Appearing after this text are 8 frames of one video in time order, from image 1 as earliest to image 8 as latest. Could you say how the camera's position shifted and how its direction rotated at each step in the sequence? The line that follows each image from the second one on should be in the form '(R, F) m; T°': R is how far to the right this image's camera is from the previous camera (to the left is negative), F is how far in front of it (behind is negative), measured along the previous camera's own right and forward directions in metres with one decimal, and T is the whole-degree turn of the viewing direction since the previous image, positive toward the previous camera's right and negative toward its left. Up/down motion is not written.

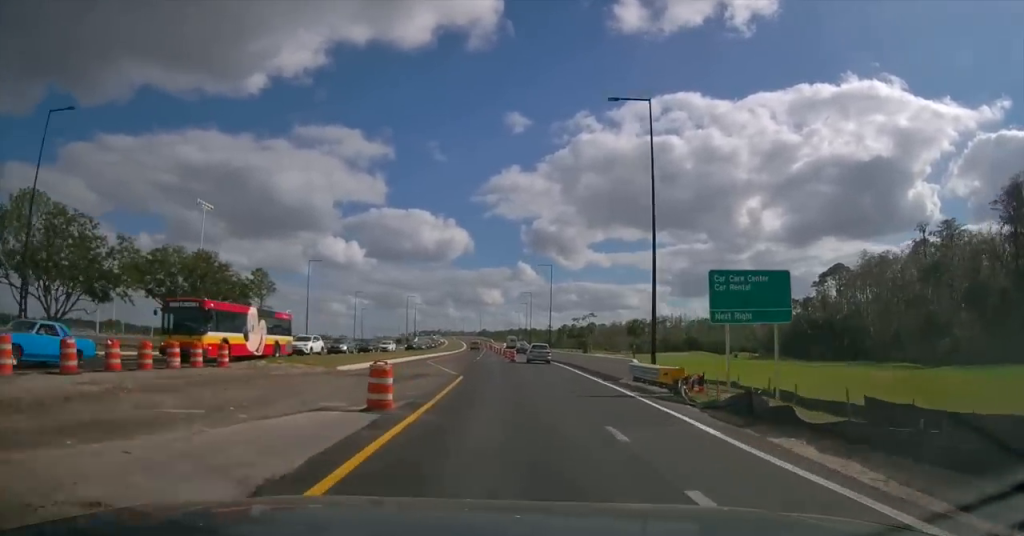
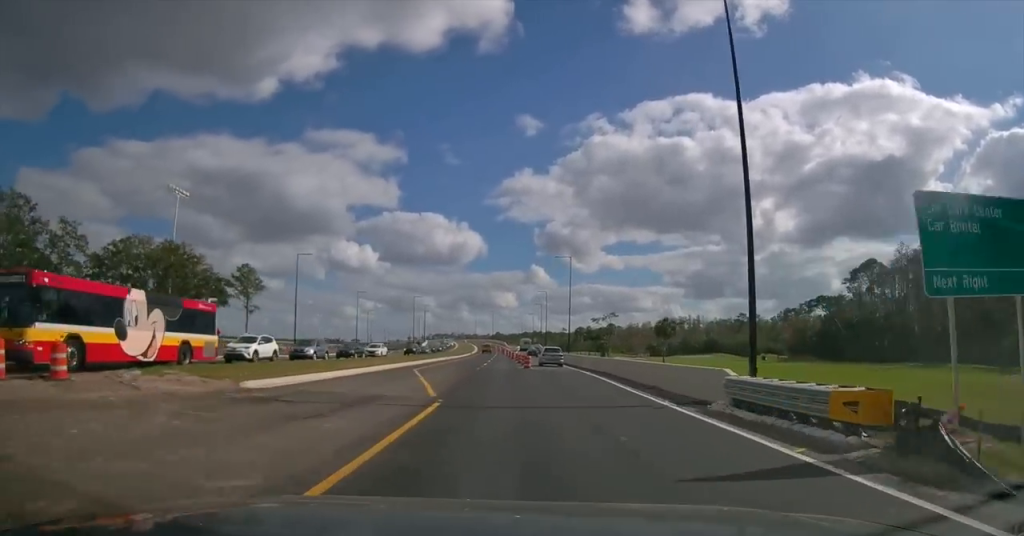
(-0.2, +10.6) m; -1°
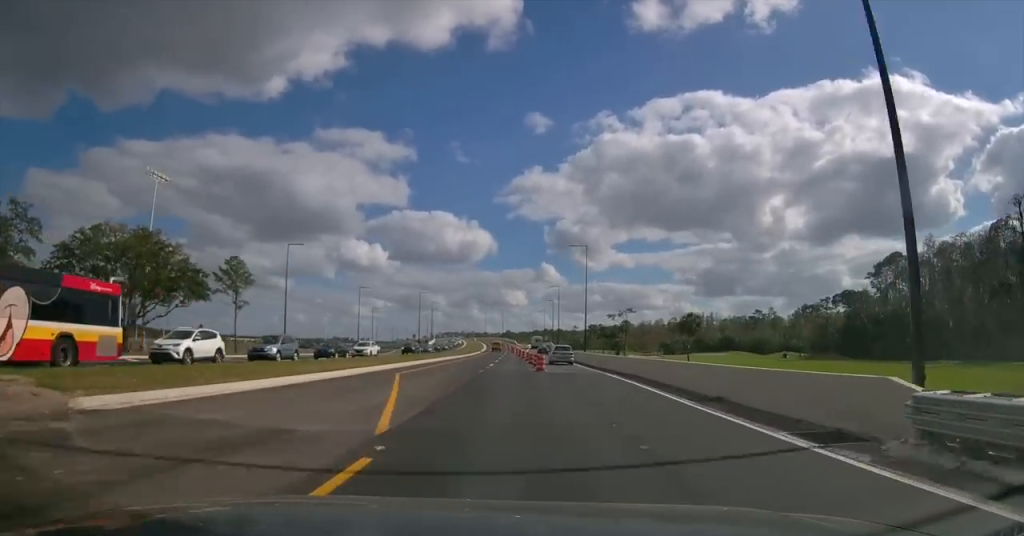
(0.0, +7.4) m; 0°
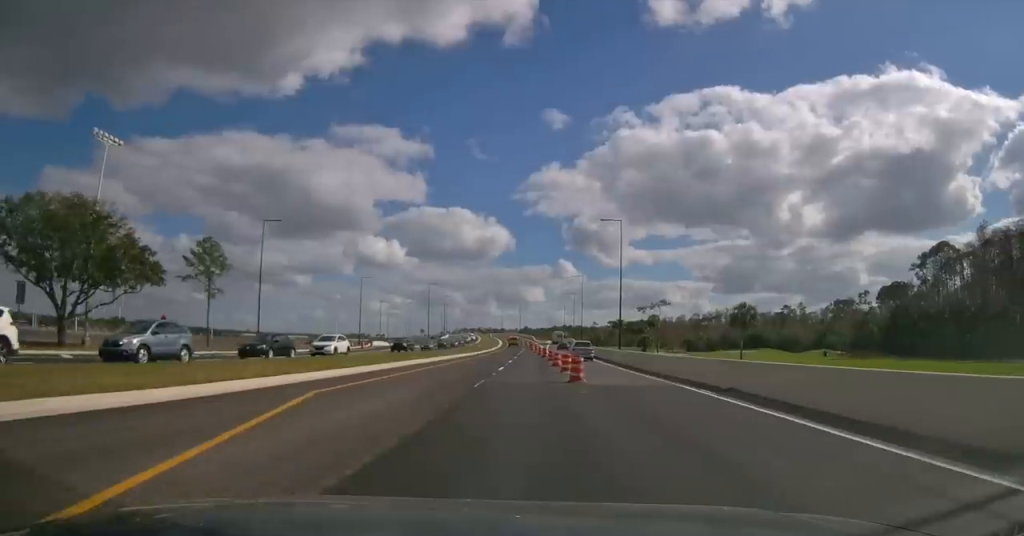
(0.0, +12.9) m; -1°
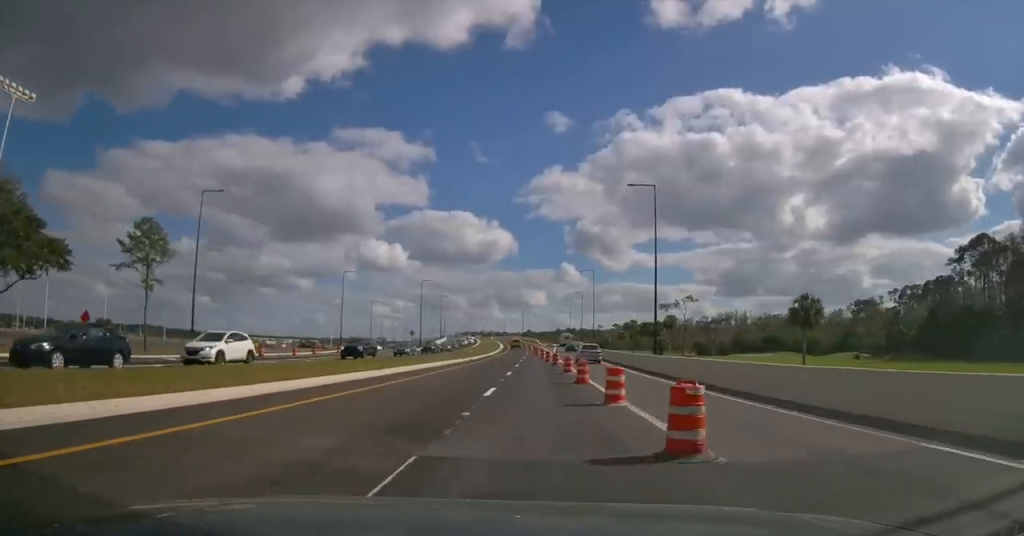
(-0.1, +14.1) m; -1°
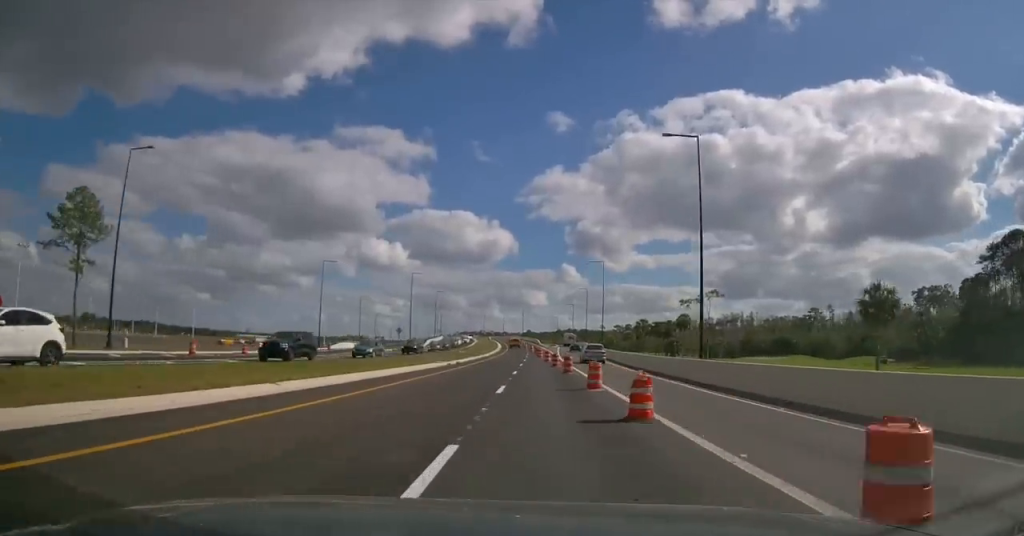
(-0.1, +11.3) m; 0°
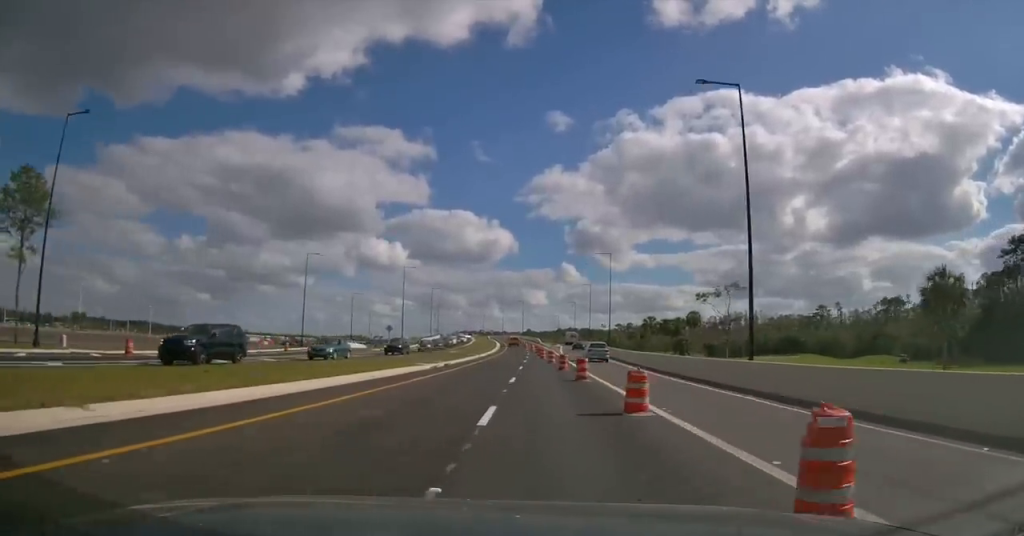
(+0.1, +7.4) m; 0°
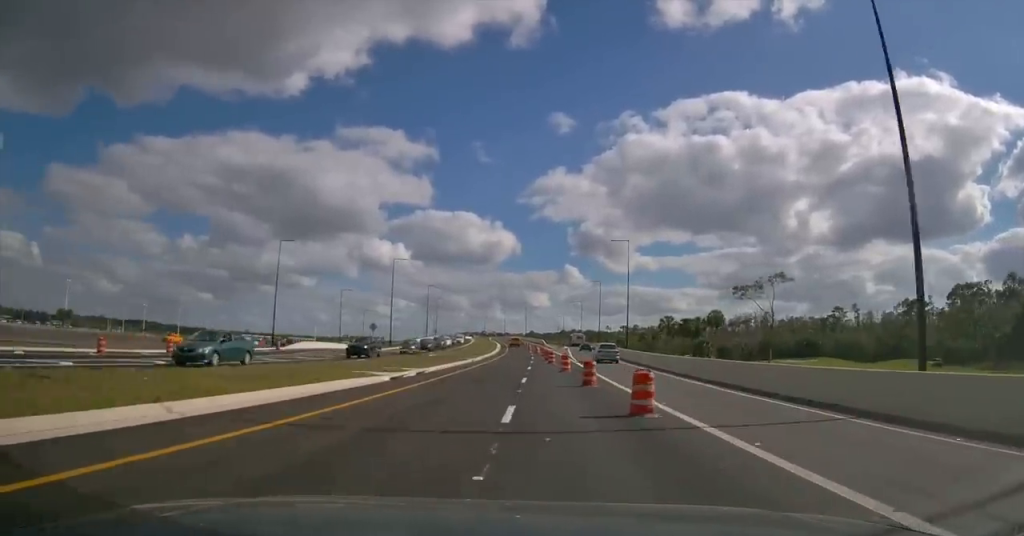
(0.0, +11.7) m; 0°
